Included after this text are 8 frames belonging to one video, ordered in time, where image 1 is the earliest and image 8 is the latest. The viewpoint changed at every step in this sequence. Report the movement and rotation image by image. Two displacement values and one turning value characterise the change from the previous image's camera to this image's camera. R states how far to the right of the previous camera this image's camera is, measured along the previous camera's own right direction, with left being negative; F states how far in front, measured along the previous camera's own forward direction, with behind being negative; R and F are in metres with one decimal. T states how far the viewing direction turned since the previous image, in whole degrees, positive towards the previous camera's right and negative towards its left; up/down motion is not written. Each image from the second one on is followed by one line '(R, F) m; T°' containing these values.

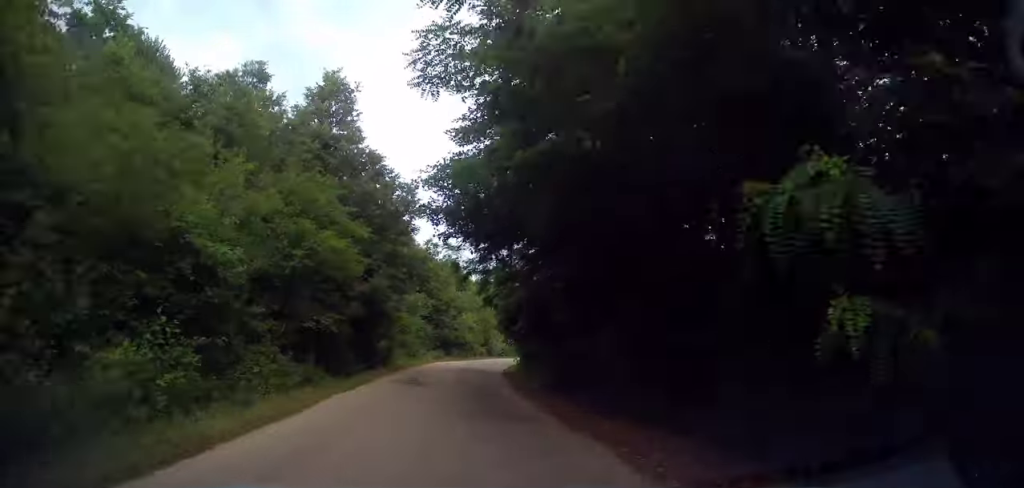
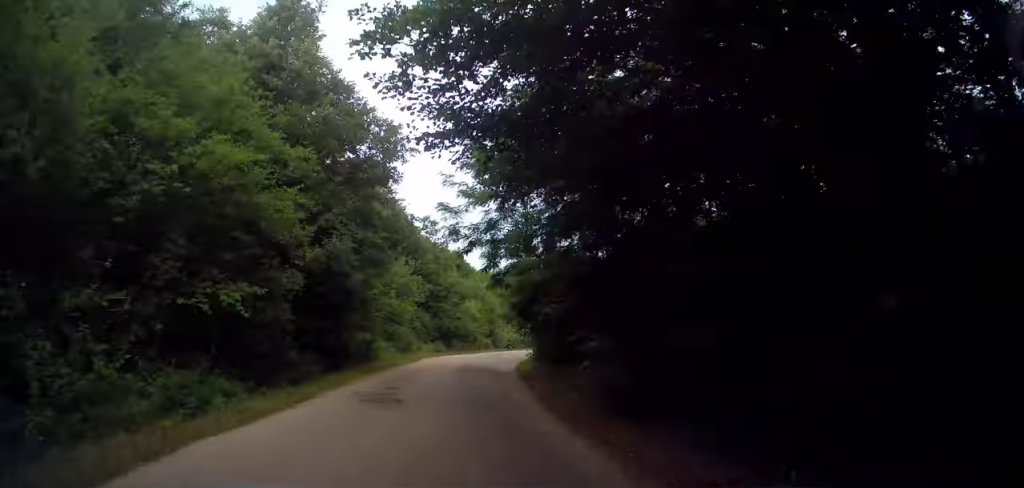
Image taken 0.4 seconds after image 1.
(-0.1, +6.2) m; 0°
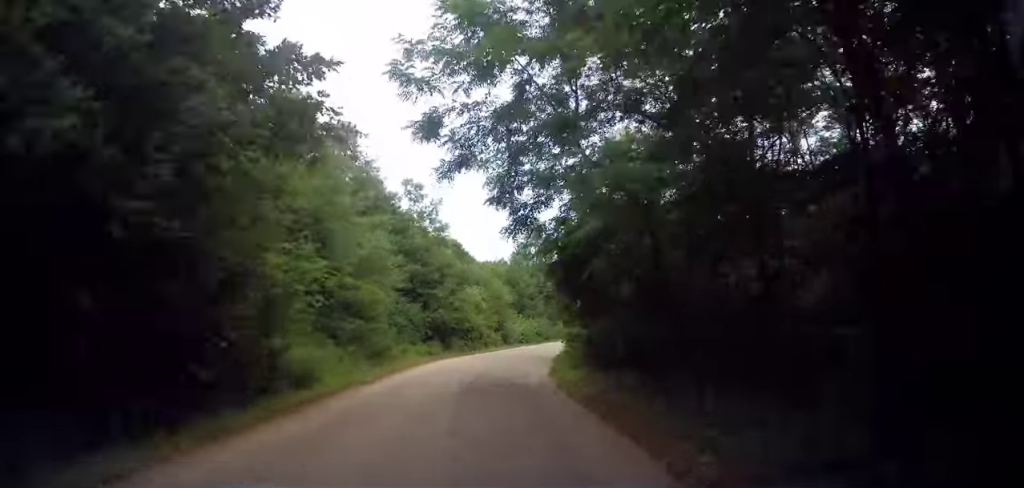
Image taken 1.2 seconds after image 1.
(+0.3, +10.4) m; 0°
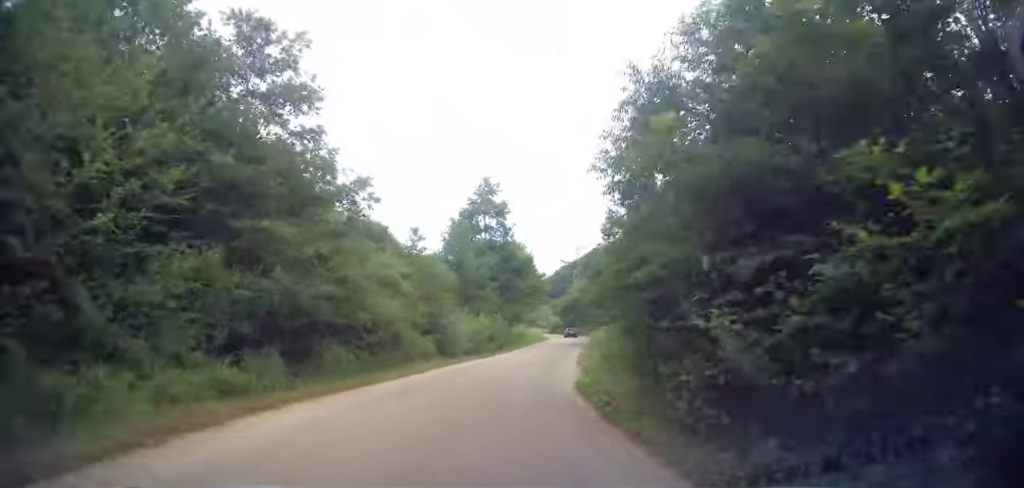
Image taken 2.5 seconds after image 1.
(+0.1, +18.7) m; +5°
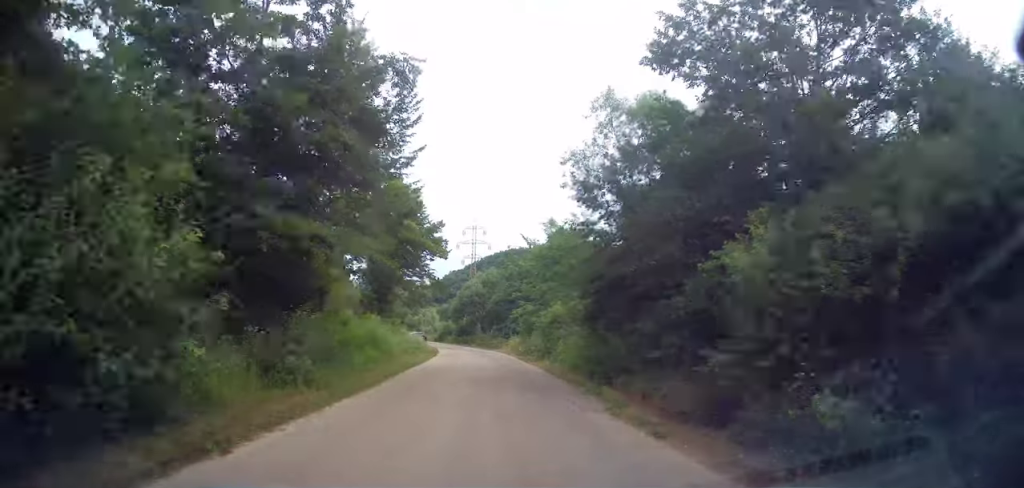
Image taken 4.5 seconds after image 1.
(+4.0, +30.2) m; +12°
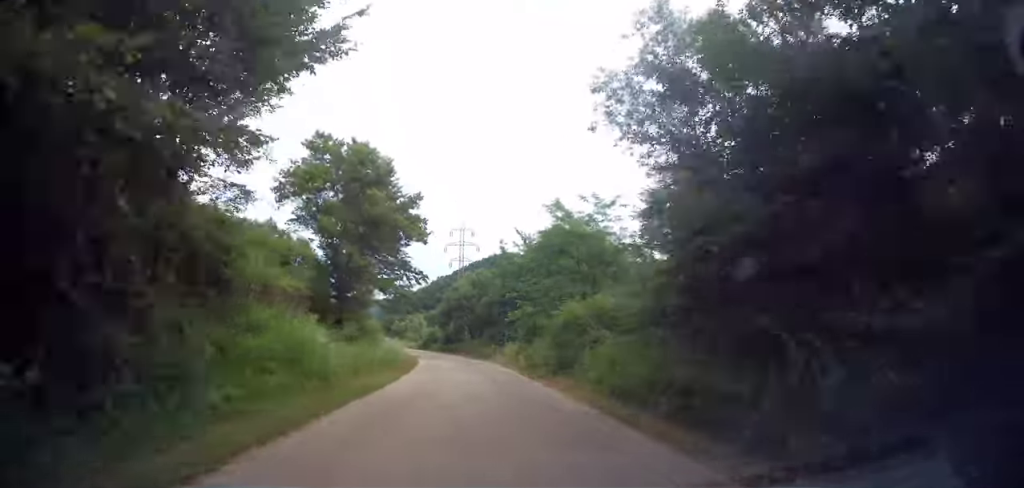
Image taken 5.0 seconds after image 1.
(+0.1, +7.4) m; +2°
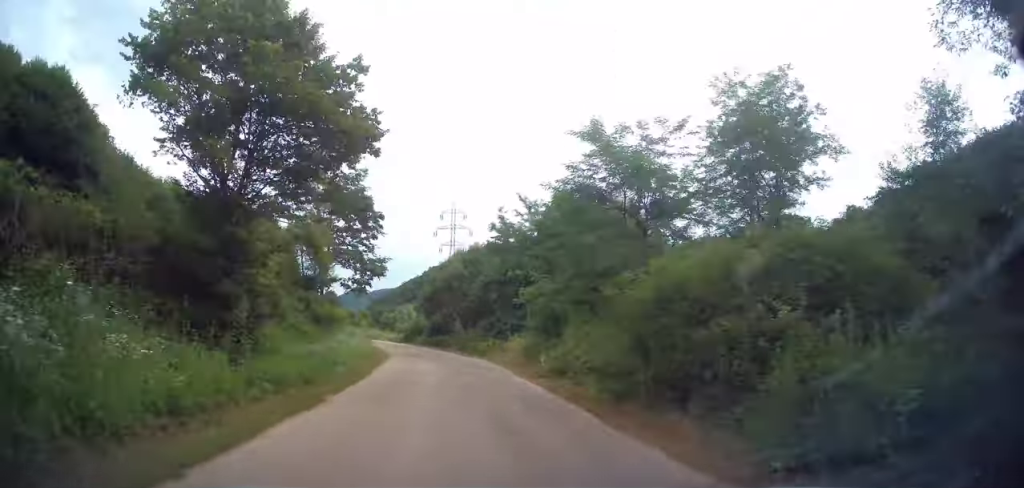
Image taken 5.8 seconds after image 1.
(+0.2, +11.4) m; +1°
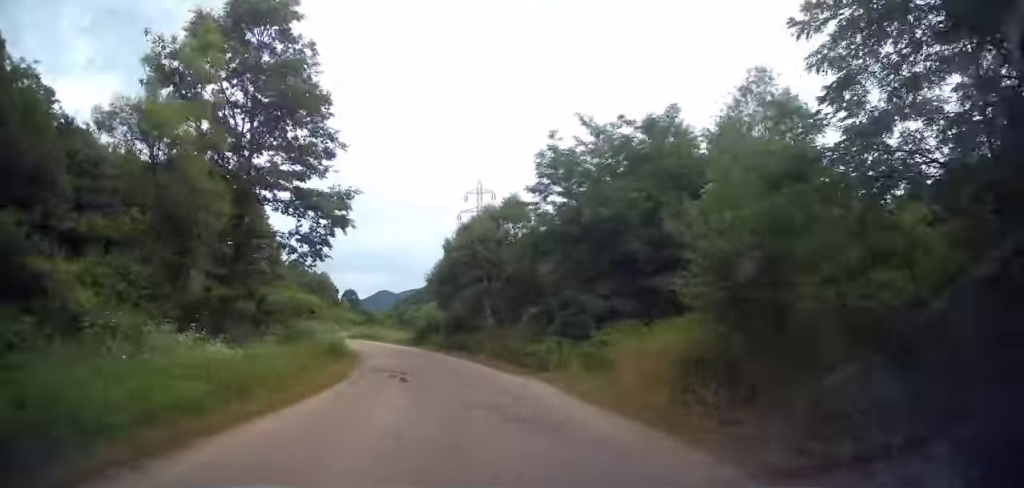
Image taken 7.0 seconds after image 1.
(-0.1, +17.5) m; -3°
